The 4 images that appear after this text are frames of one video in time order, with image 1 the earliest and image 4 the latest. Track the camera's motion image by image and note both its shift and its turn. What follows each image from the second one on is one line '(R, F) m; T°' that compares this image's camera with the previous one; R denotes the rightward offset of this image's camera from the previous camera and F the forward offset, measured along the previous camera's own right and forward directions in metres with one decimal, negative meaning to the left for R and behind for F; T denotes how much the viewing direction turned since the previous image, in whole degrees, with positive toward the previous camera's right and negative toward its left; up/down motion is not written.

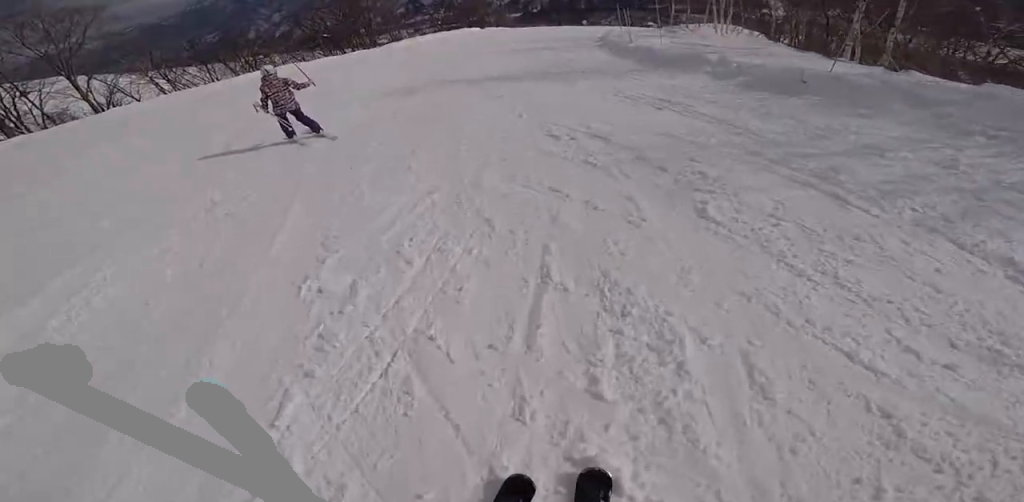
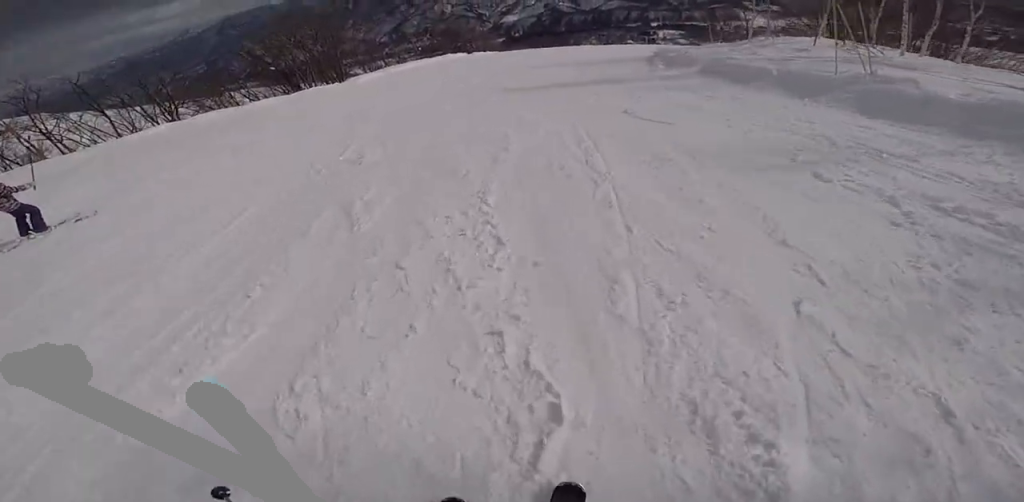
(+1.1, +12.4) m; +17°
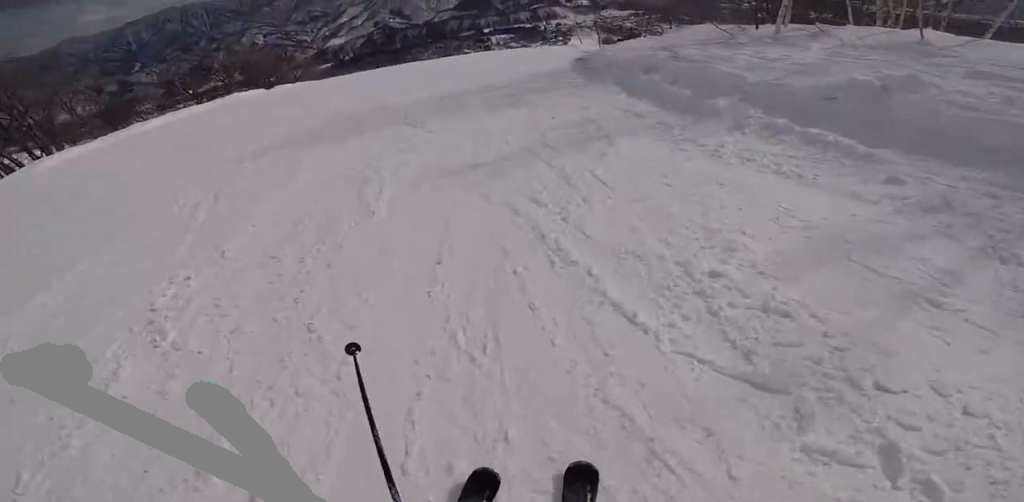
(+3.1, +16.0) m; +9°
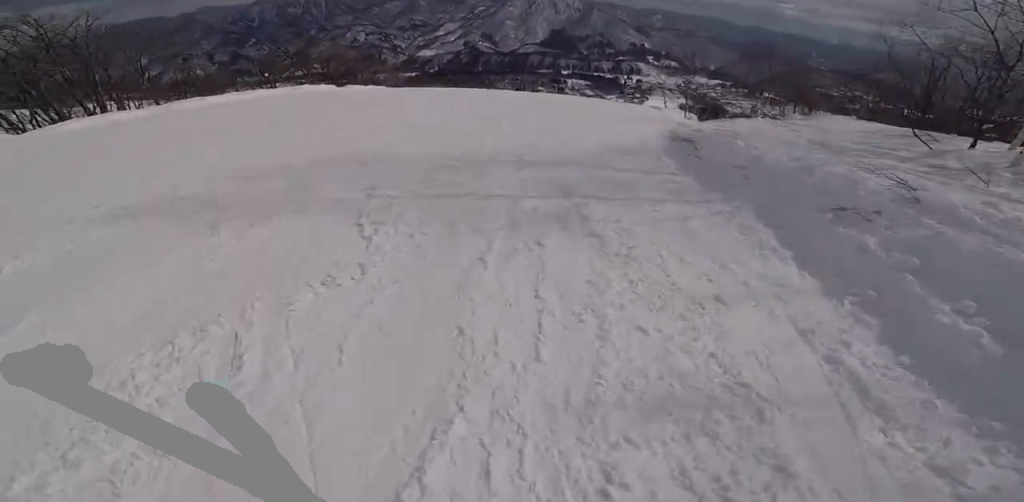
(-0.3, +4.7) m; -1°
